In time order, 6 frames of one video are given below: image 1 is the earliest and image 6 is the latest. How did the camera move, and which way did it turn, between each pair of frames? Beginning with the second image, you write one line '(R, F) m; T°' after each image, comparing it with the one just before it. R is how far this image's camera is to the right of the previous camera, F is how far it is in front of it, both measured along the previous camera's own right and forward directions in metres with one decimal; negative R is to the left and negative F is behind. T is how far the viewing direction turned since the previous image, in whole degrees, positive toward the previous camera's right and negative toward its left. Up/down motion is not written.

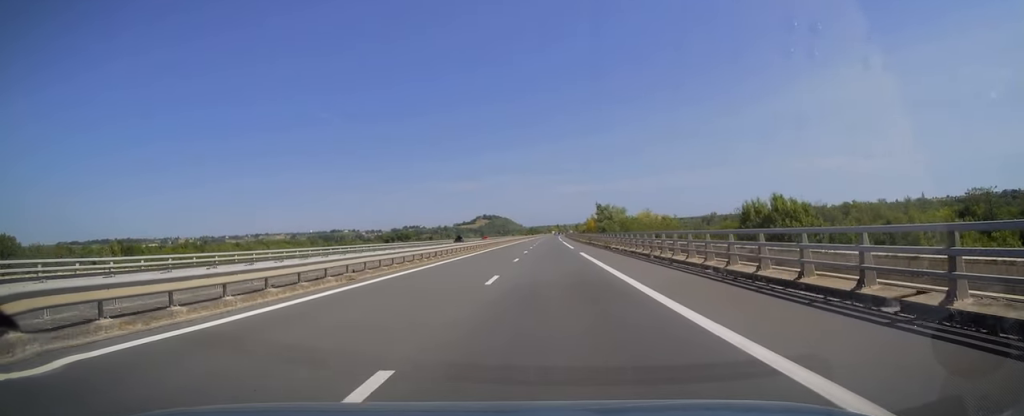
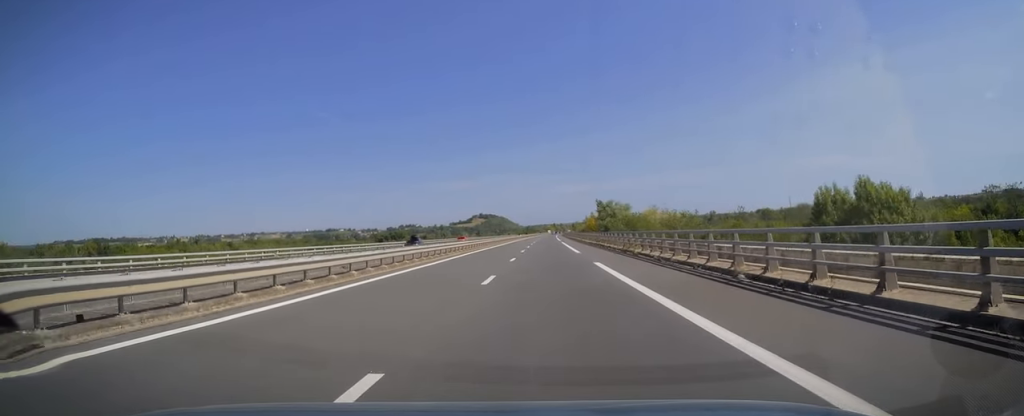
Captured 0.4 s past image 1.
(0.0, +13.4) m; 0°
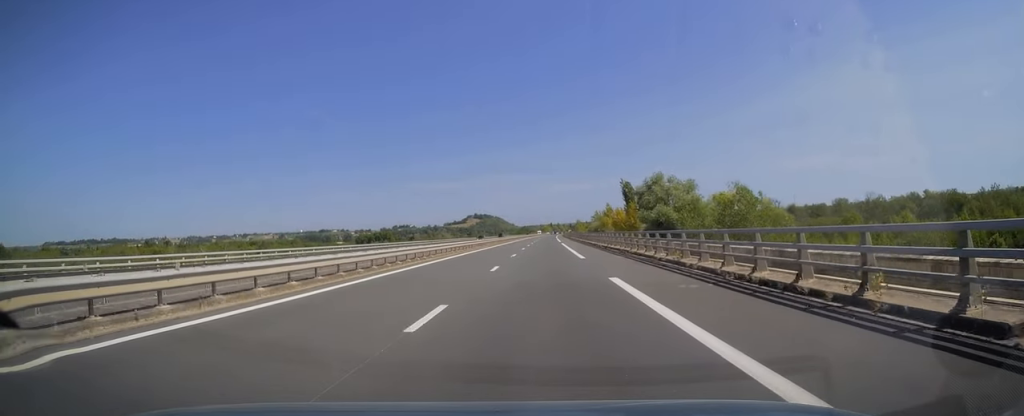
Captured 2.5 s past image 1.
(+0.5, +60.4) m; +1°
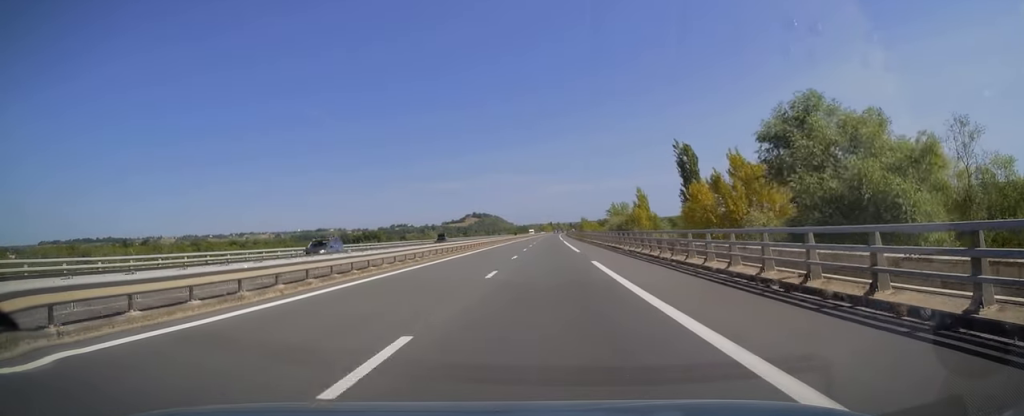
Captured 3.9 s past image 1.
(0.0, +43.1) m; 0°
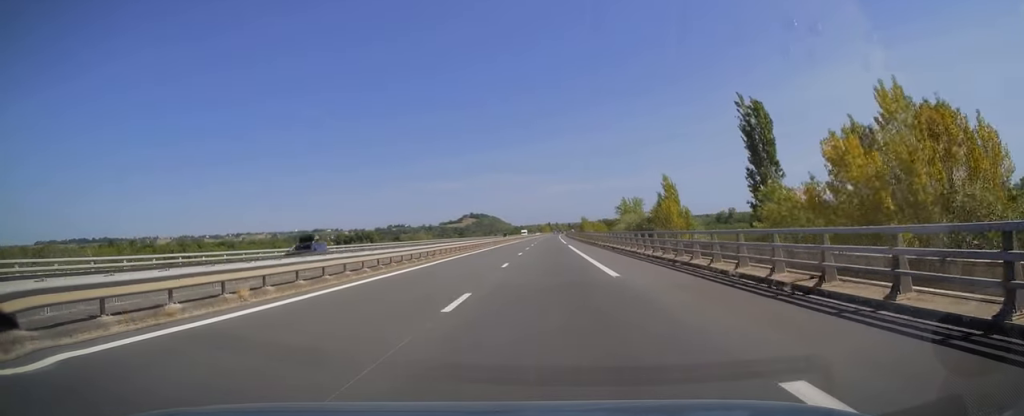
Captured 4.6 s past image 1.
(0.0, +20.8) m; 0°
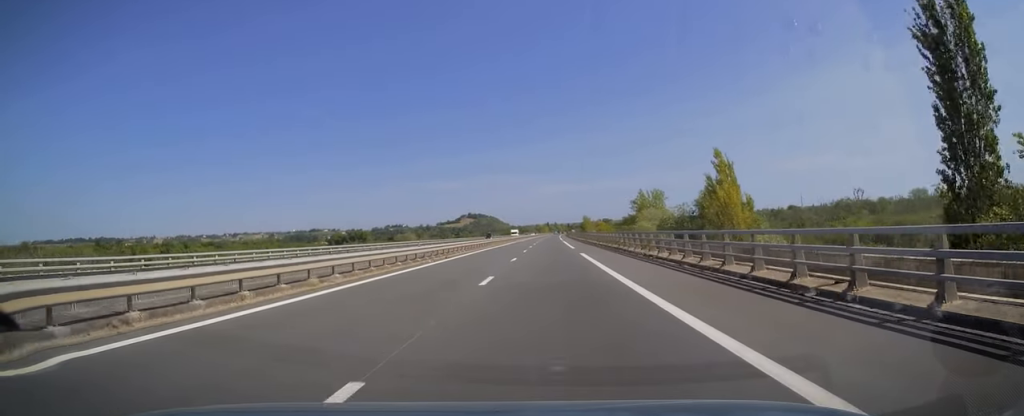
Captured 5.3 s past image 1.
(+0.1, +21.3) m; 0°
